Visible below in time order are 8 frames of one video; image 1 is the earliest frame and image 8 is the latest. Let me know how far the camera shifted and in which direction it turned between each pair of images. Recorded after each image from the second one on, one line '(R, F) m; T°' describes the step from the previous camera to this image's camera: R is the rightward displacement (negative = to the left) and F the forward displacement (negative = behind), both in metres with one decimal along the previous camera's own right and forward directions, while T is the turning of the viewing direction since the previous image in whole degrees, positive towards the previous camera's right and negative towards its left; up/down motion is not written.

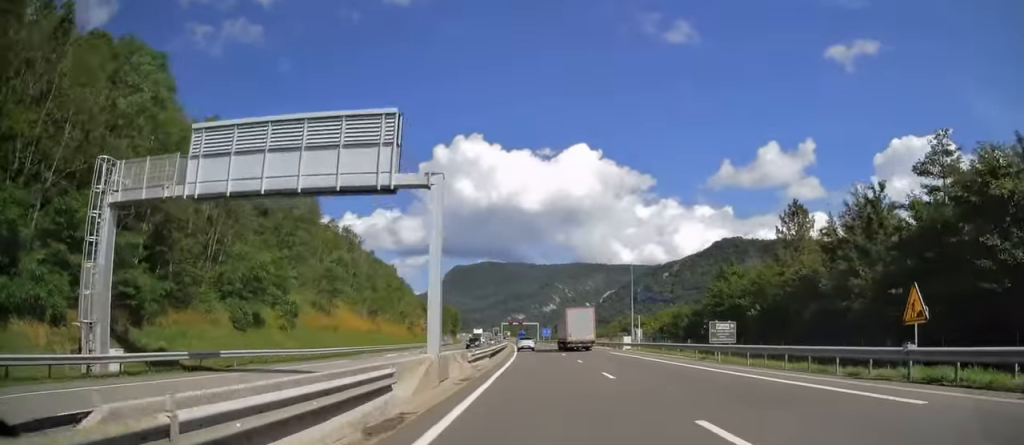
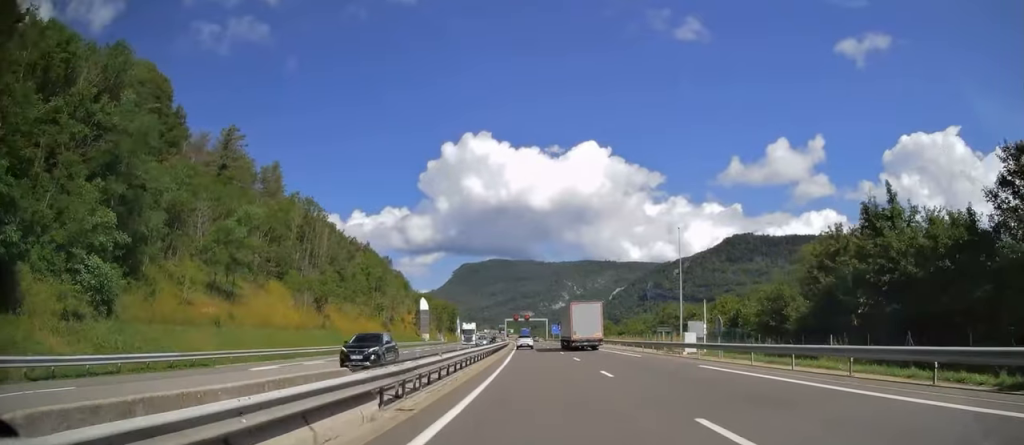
(-0.1, +25.4) m; -1°
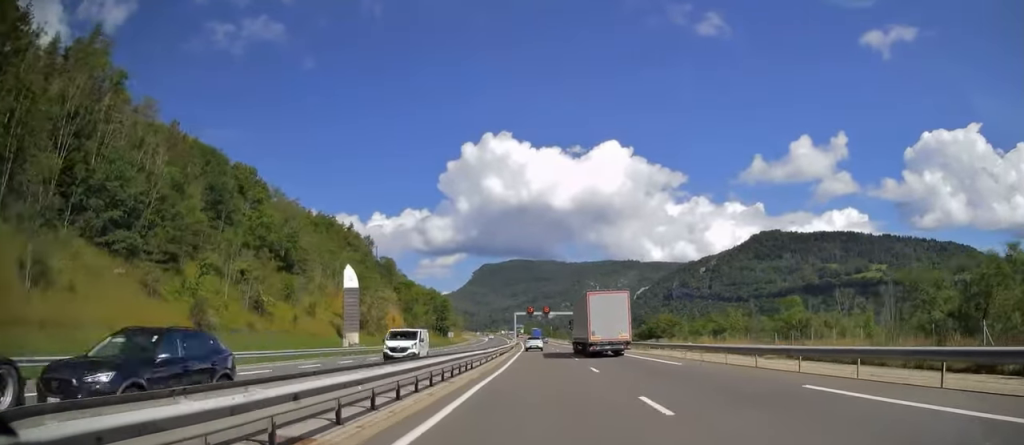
(-1.0, +60.0) m; -2°
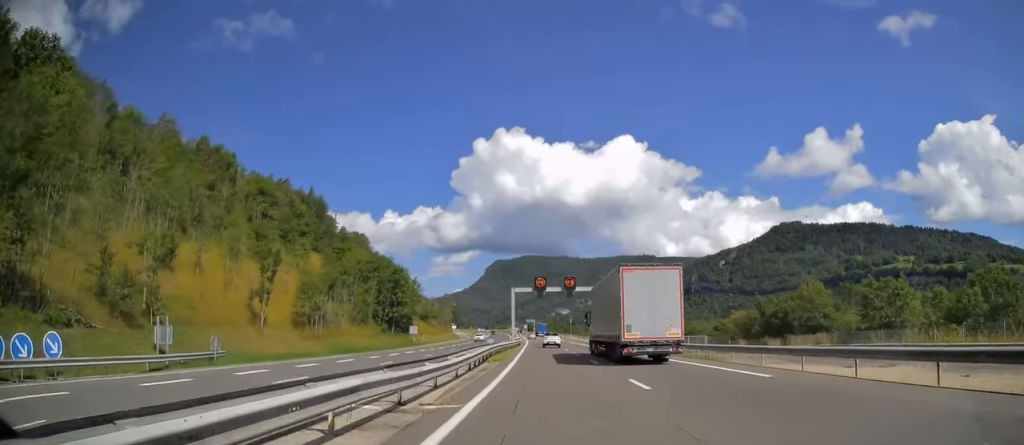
(-0.6, +59.6) m; -1°
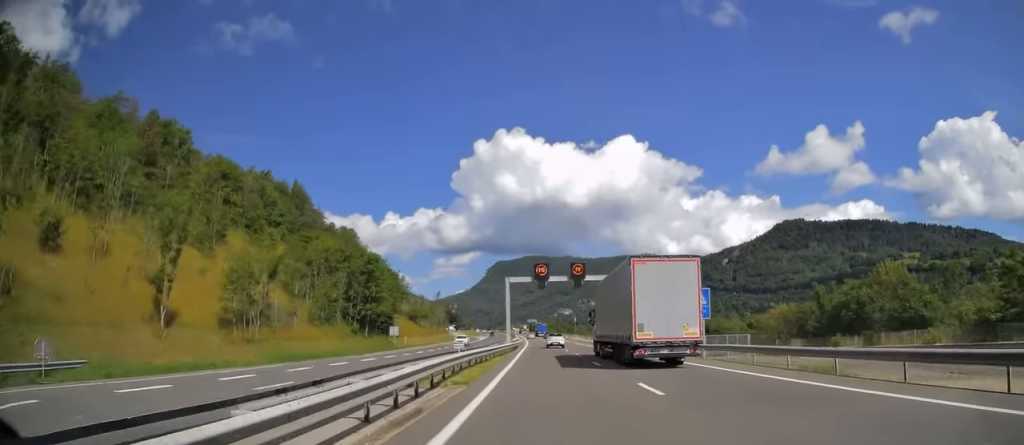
(-0.1, +14.3) m; 0°
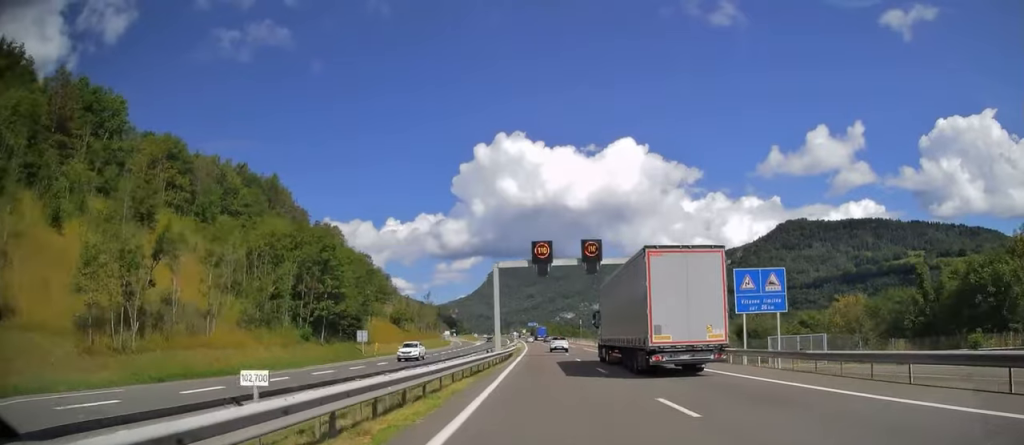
(-0.1, +15.8) m; 0°
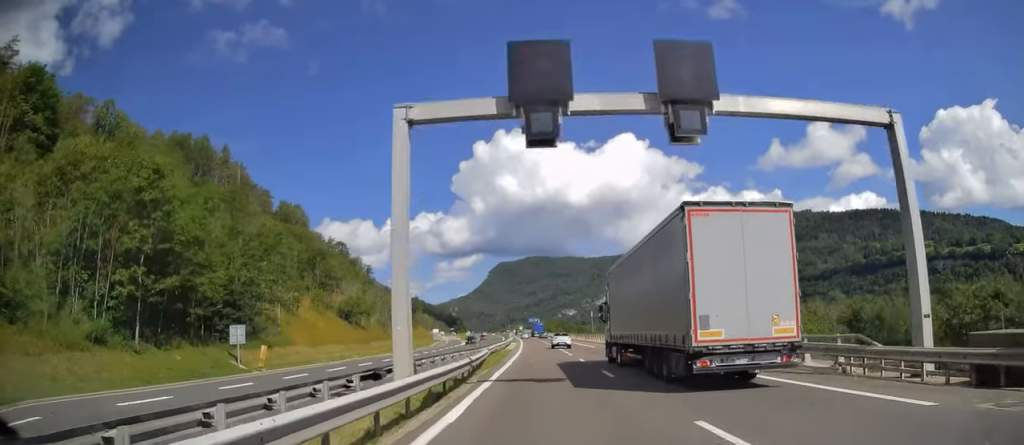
(-0.1, +29.5) m; 0°
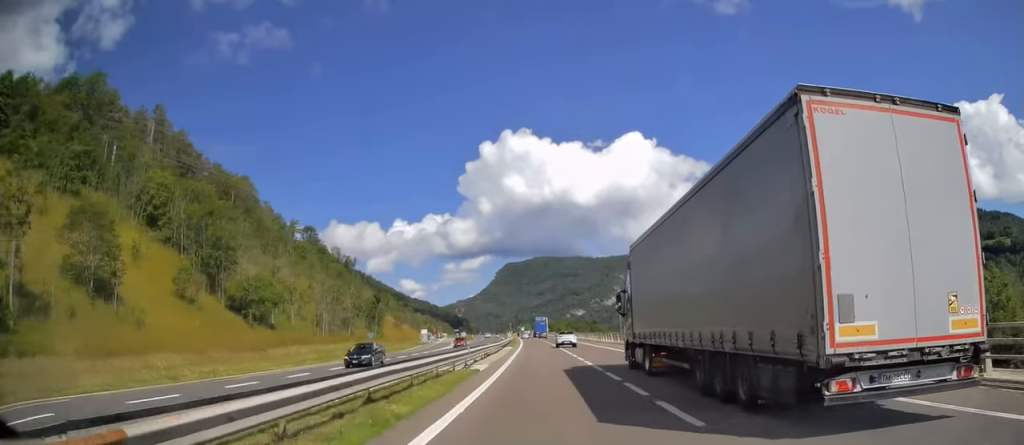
(-0.1, +32.1) m; 0°
